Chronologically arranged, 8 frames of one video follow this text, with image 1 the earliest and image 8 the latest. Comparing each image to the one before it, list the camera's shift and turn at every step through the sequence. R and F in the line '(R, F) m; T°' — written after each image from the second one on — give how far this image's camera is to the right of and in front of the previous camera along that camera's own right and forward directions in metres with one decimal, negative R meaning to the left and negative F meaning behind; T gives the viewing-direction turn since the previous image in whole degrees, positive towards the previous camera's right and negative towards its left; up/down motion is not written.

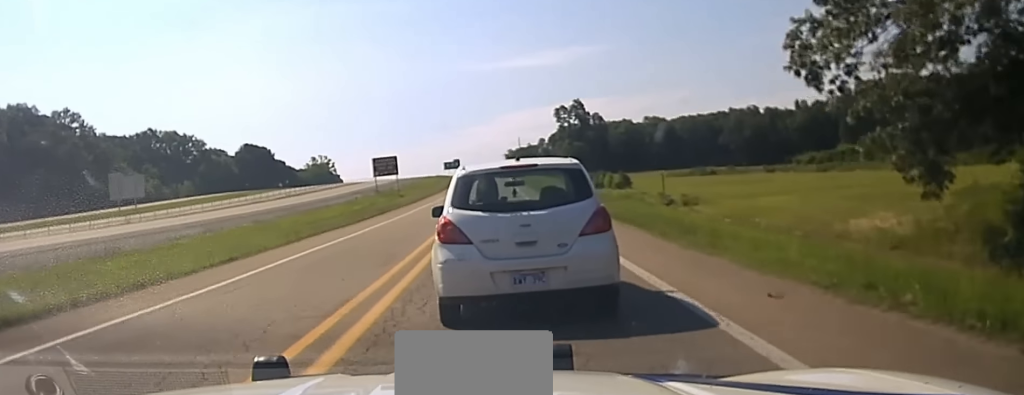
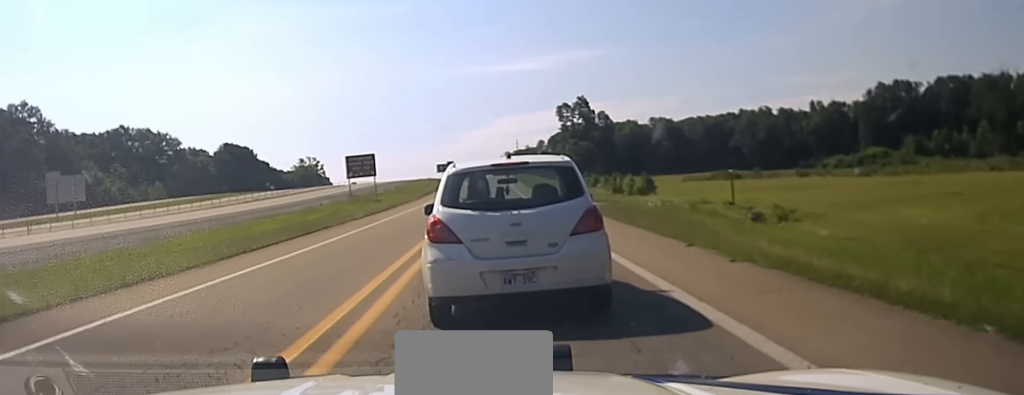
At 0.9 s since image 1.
(0.0, +21.6) m; +1°
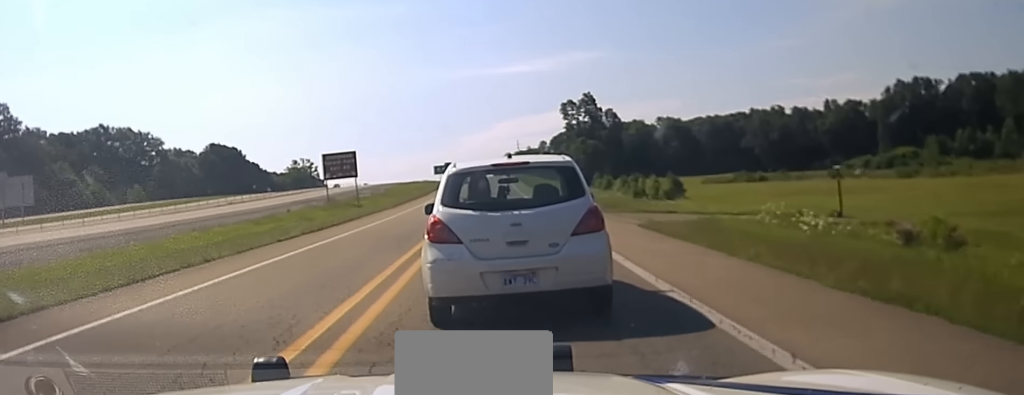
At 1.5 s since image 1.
(+0.2, +14.6) m; 0°
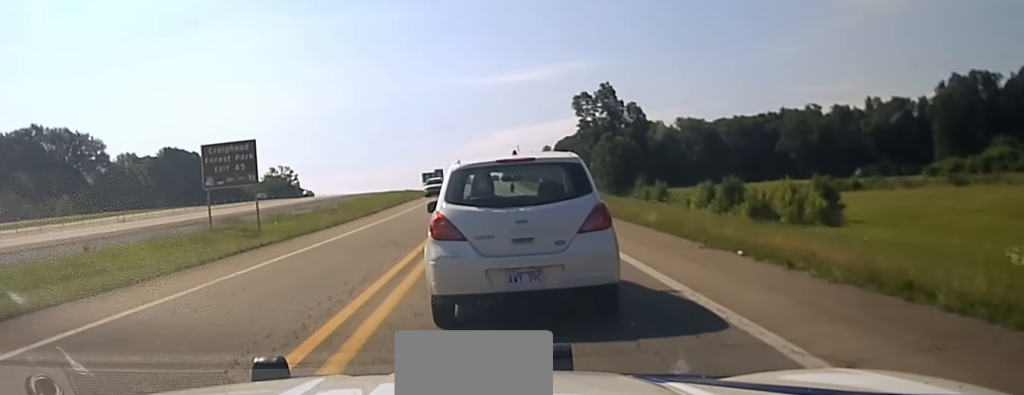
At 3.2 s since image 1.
(-0.3, +41.2) m; -1°
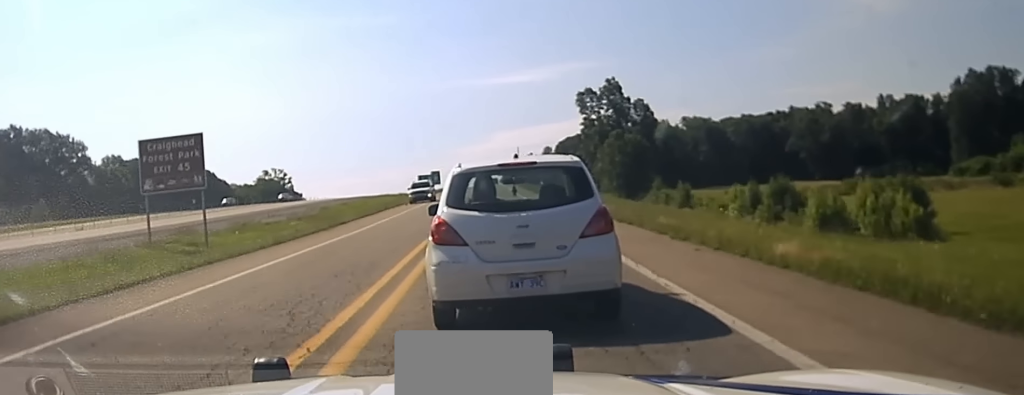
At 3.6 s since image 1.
(-0.2, +10.9) m; 0°
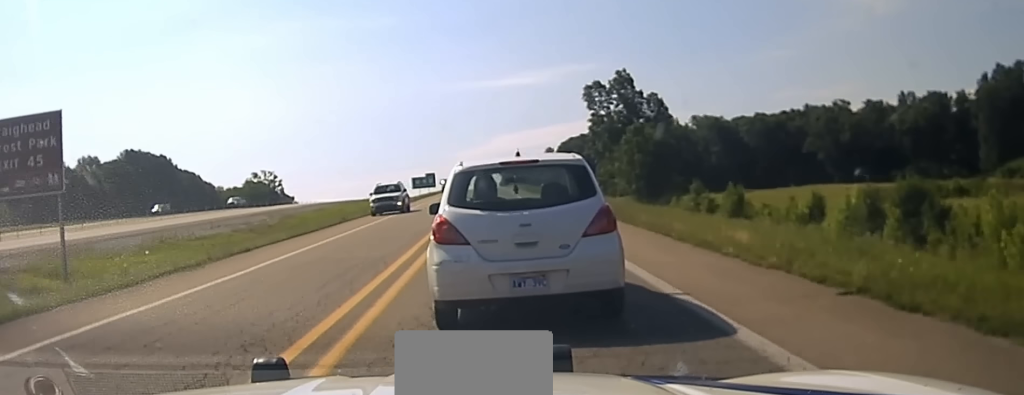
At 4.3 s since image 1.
(+0.2, +18.0) m; +1°
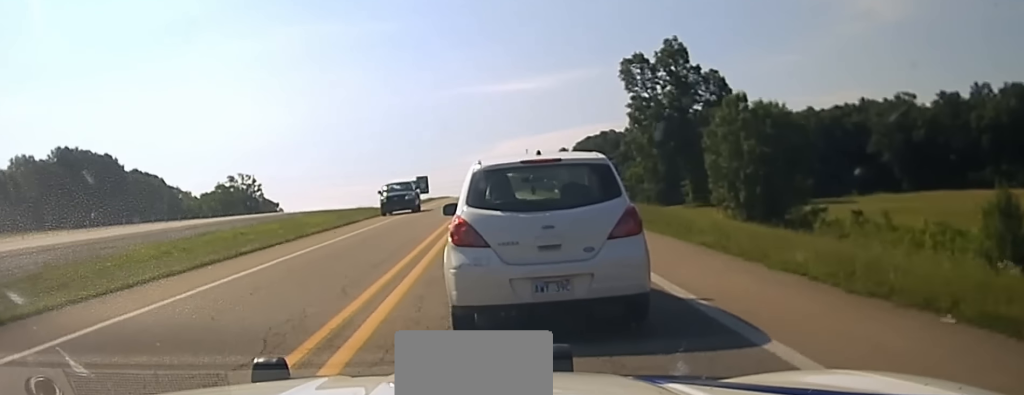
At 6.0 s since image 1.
(+0.3, +38.3) m; 0°
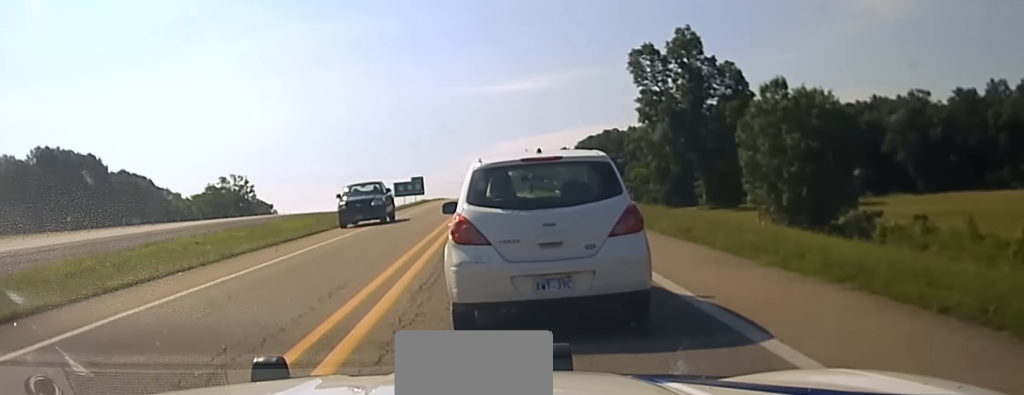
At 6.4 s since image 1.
(-0.1, +9.3) m; 0°
